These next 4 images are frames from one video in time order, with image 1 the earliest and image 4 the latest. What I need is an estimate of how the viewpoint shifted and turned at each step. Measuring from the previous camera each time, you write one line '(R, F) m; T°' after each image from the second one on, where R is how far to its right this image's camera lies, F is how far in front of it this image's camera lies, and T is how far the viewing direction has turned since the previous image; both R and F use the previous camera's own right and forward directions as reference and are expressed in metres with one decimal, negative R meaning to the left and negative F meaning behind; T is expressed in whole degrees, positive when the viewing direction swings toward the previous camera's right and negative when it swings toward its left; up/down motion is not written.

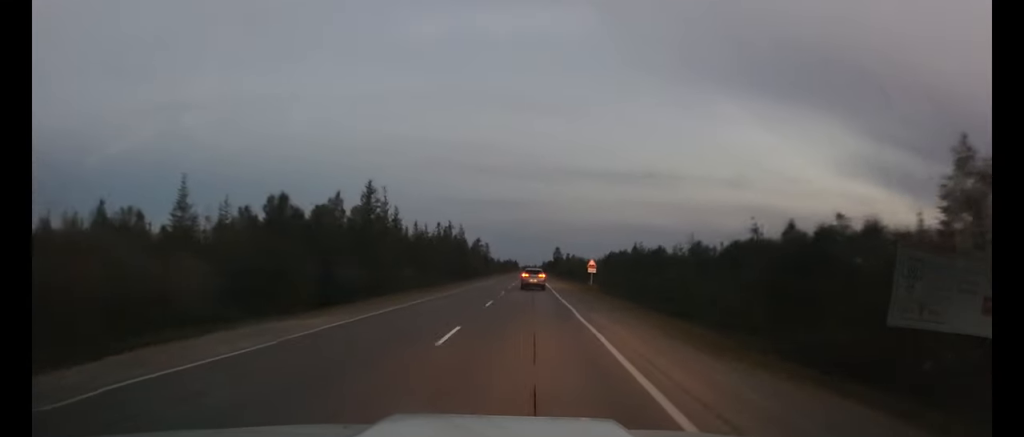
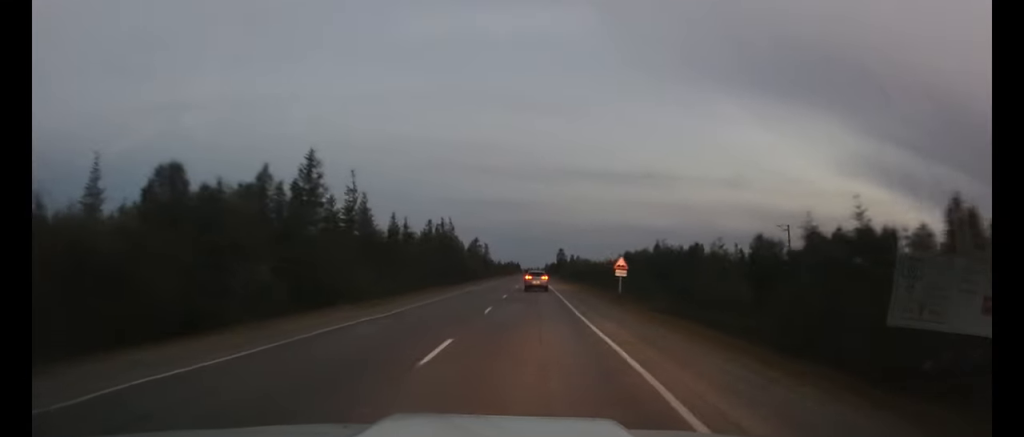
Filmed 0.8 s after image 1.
(0.0, +14.4) m; 0°
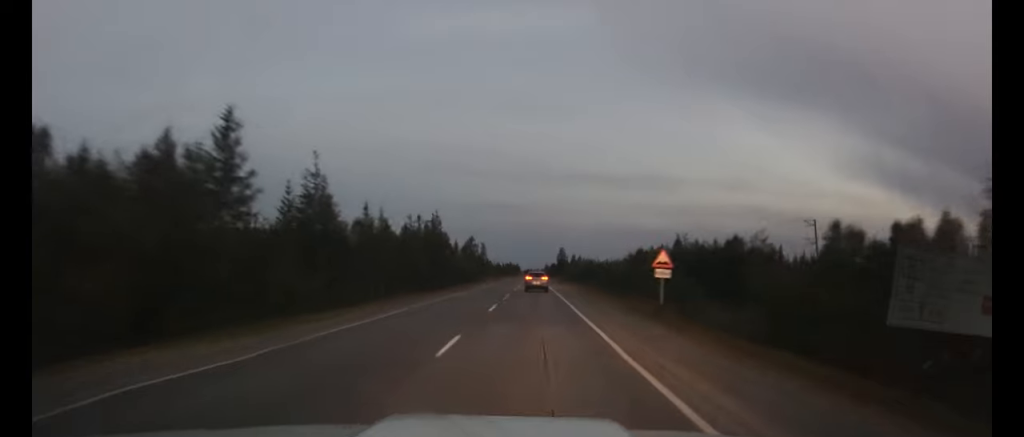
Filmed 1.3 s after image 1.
(0.0, +10.6) m; 0°
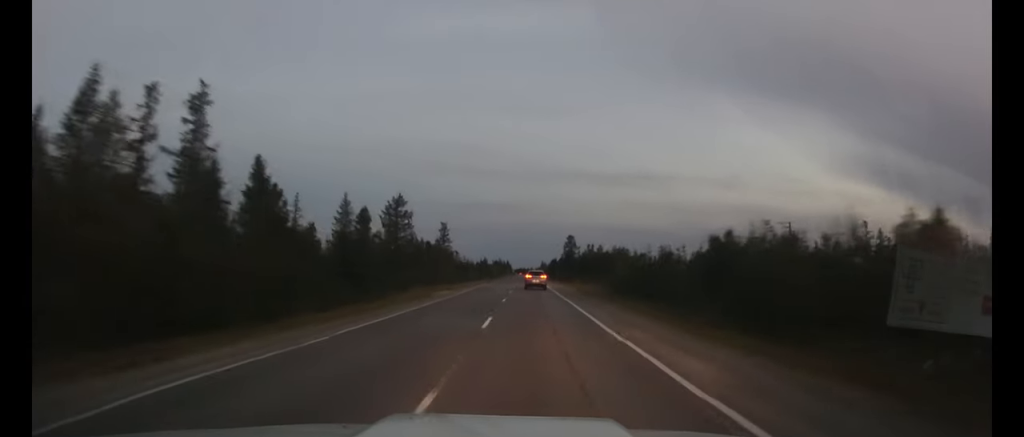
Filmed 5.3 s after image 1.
(-0.4, +78.2) m; 0°
